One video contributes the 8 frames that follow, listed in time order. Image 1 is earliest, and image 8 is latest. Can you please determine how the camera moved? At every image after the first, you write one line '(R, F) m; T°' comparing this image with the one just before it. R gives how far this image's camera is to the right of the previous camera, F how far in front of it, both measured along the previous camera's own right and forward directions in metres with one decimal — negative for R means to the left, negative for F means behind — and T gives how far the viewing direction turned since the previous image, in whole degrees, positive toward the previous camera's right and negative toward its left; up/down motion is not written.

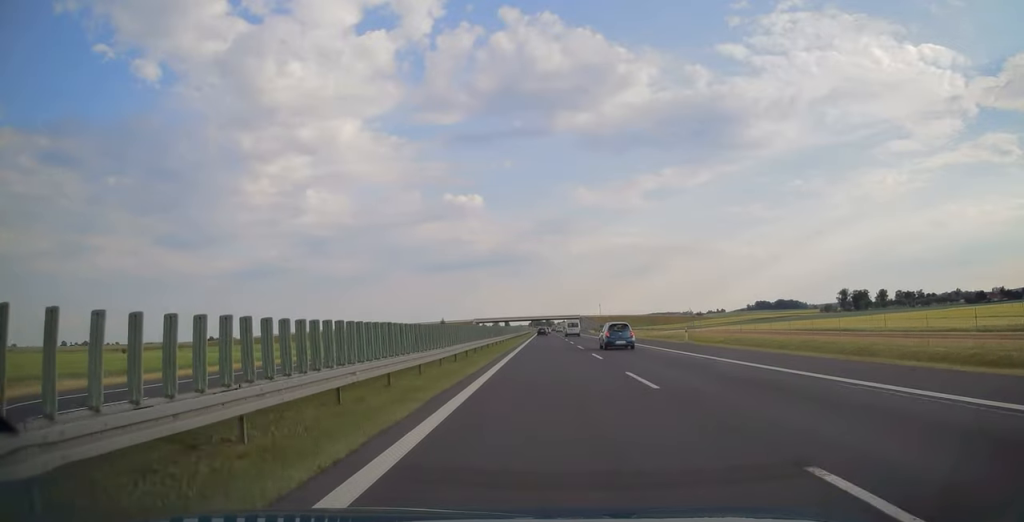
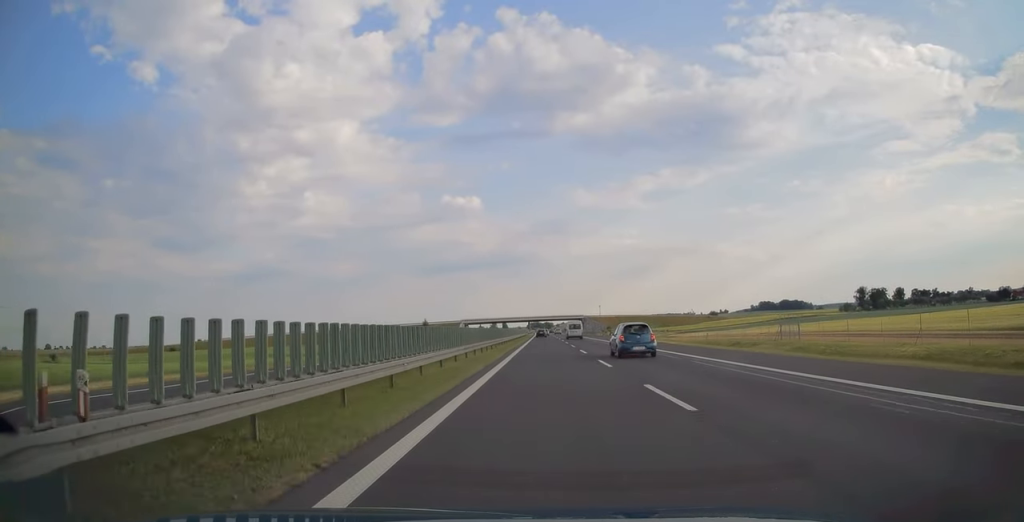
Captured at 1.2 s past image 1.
(+0.1, +39.6) m; 0°
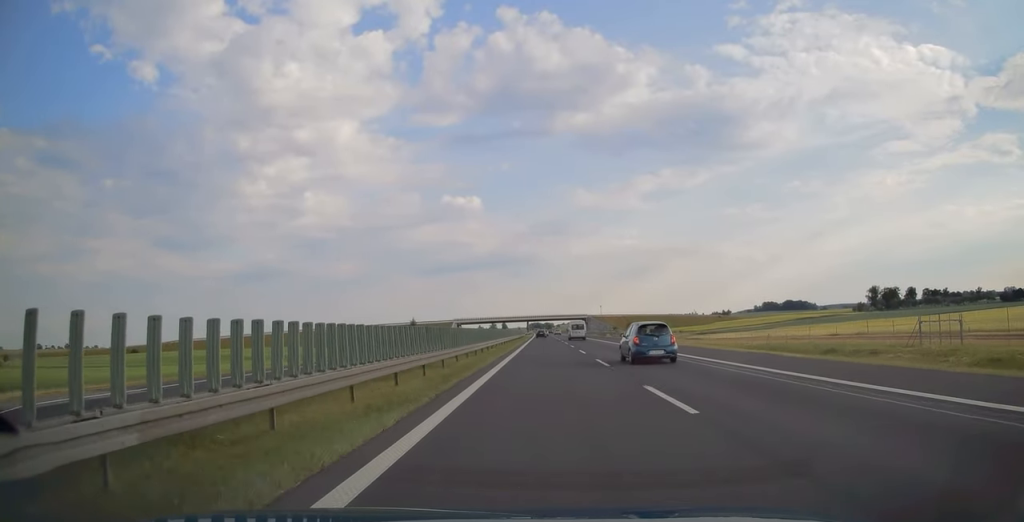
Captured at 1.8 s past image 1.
(0.0, +23.3) m; 0°
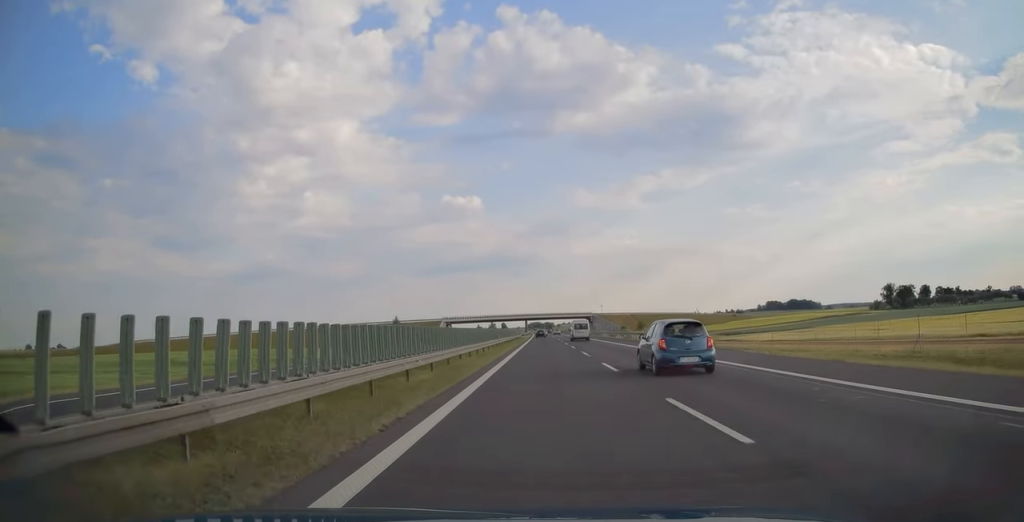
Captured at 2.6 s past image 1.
(0.0, +26.2) m; 0°
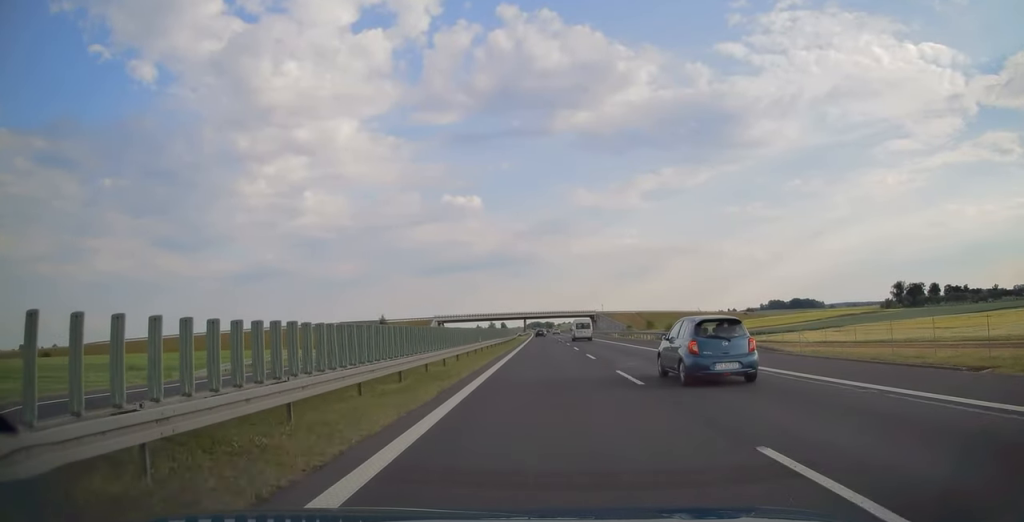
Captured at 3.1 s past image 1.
(+0.1, +16.7) m; 0°
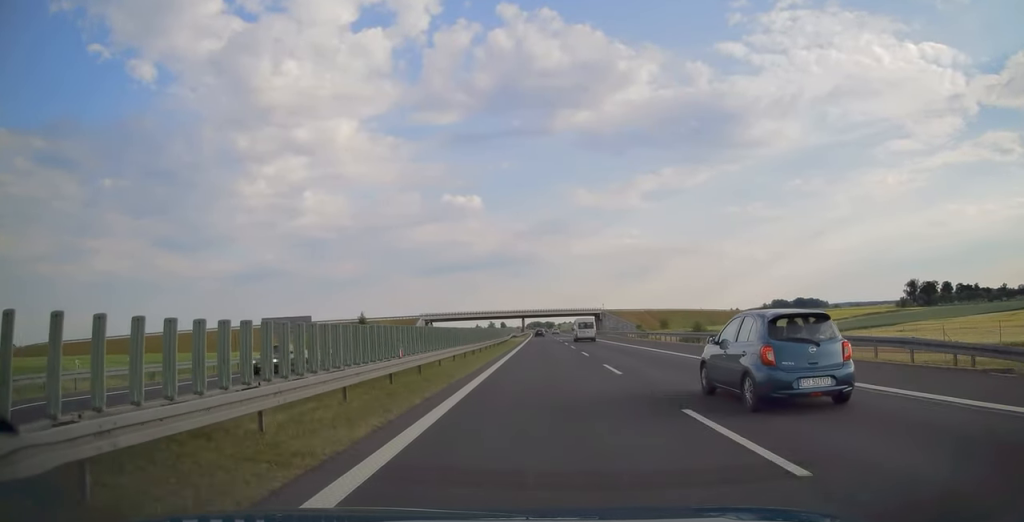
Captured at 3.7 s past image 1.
(0.0, +20.7) m; 0°
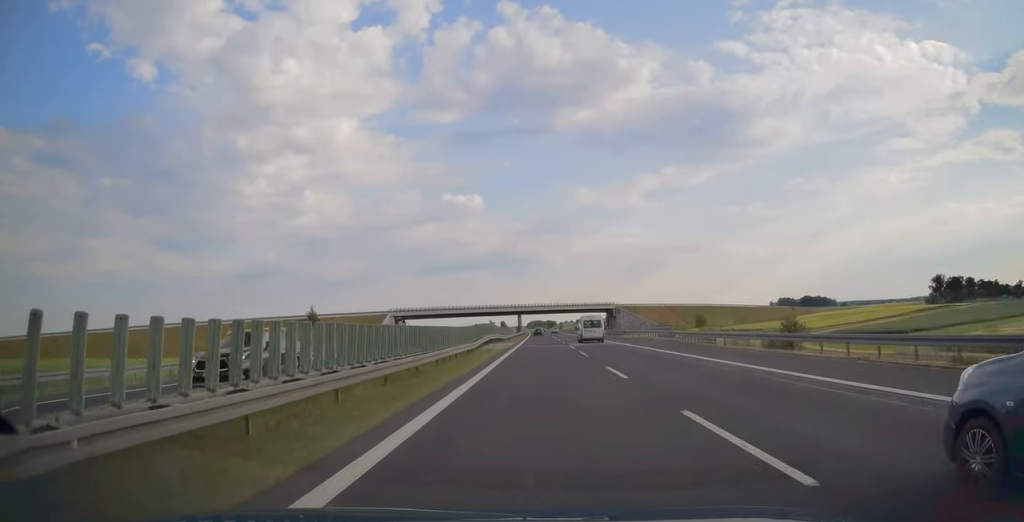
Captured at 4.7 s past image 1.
(0.0, +36.0) m; 0°
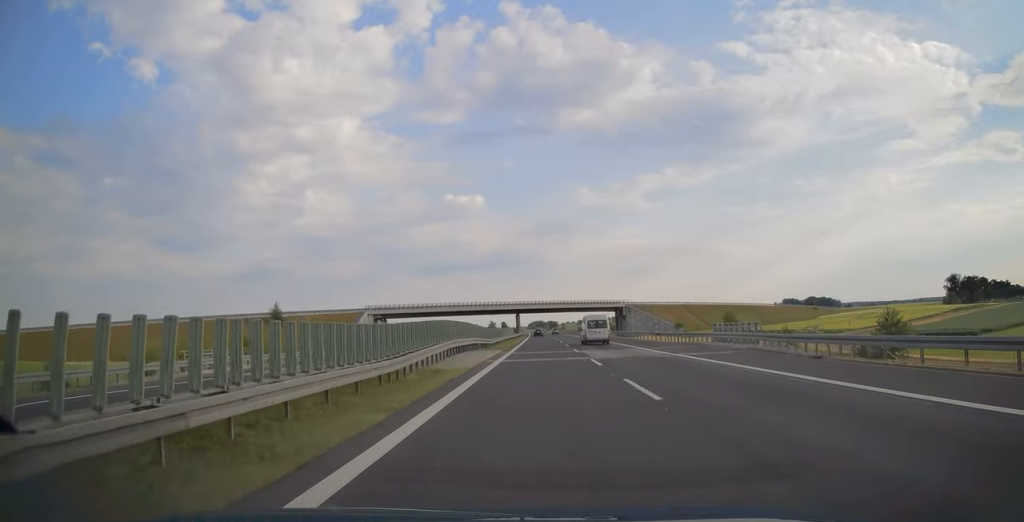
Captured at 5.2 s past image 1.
(+0.1, +18.1) m; 0°
